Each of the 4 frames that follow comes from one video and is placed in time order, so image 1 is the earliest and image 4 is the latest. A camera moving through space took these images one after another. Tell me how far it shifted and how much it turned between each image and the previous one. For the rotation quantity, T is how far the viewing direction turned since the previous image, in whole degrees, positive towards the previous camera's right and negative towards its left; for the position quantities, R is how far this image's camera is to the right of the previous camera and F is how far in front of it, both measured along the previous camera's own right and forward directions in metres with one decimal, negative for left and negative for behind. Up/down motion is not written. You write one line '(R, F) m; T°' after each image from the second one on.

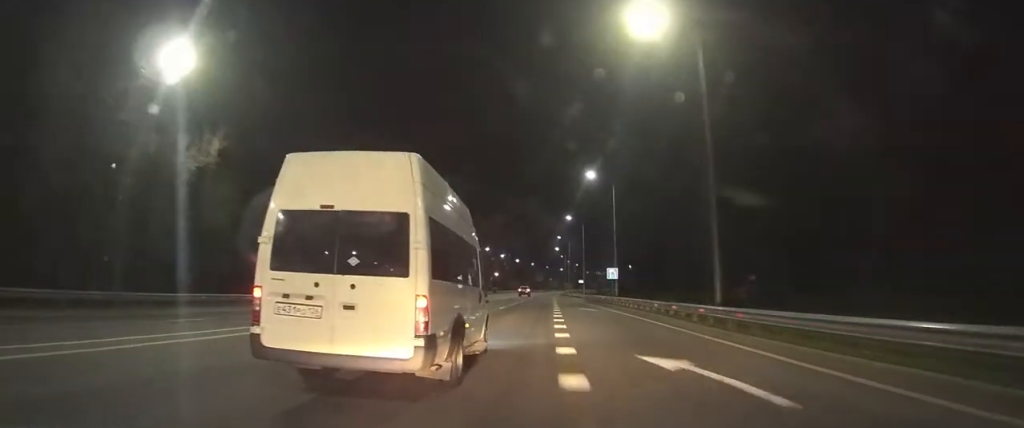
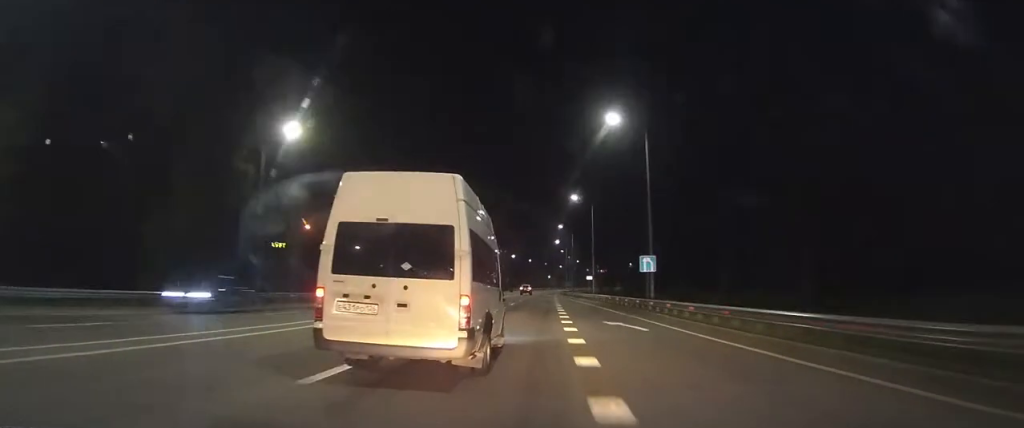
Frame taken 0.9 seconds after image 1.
(0.0, +15.8) m; 0°
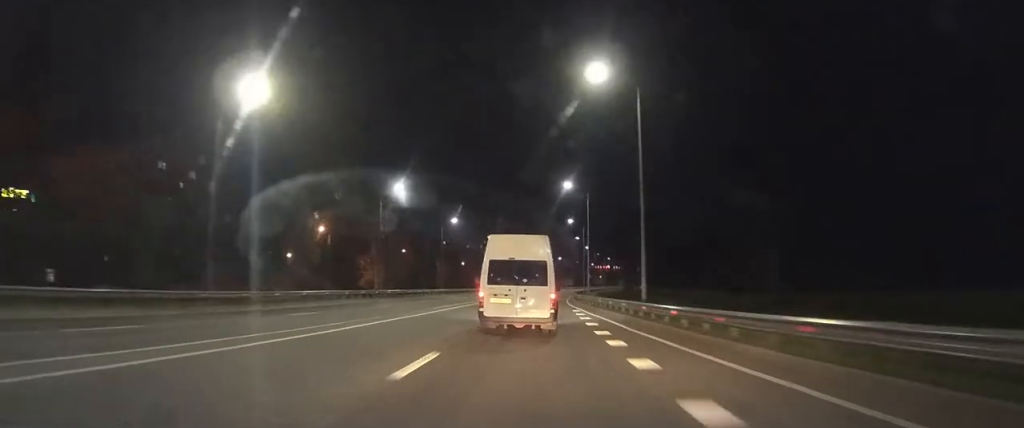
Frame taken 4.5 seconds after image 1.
(+0.3, +77.6) m; 0°
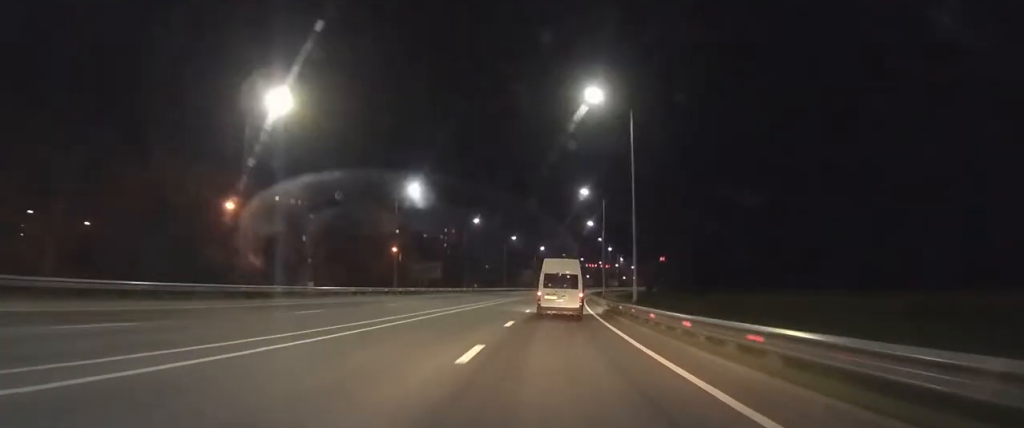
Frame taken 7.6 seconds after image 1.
(+0.8, +62.2) m; +2°
